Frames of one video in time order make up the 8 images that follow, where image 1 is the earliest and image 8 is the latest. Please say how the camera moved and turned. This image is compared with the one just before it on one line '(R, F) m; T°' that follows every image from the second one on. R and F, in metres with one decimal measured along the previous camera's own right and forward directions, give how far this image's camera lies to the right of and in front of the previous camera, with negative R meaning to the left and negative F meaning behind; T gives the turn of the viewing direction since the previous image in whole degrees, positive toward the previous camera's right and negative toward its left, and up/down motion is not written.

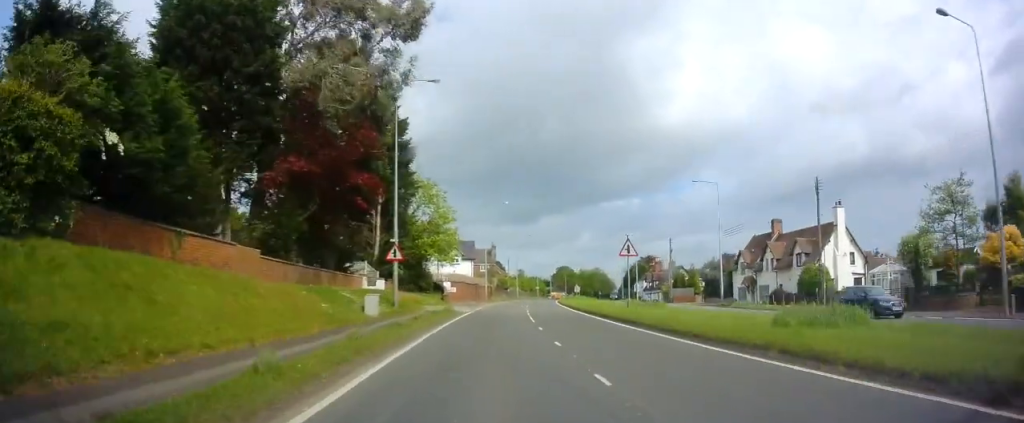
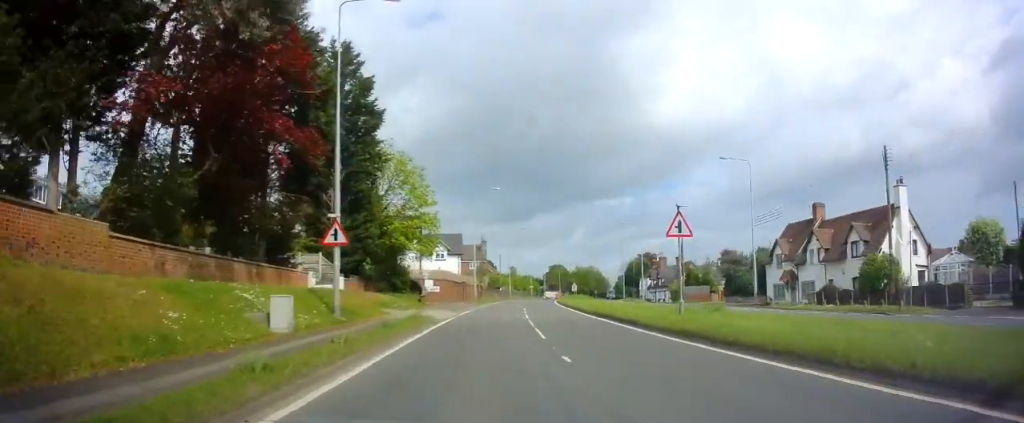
(0.0, +9.2) m; +1°
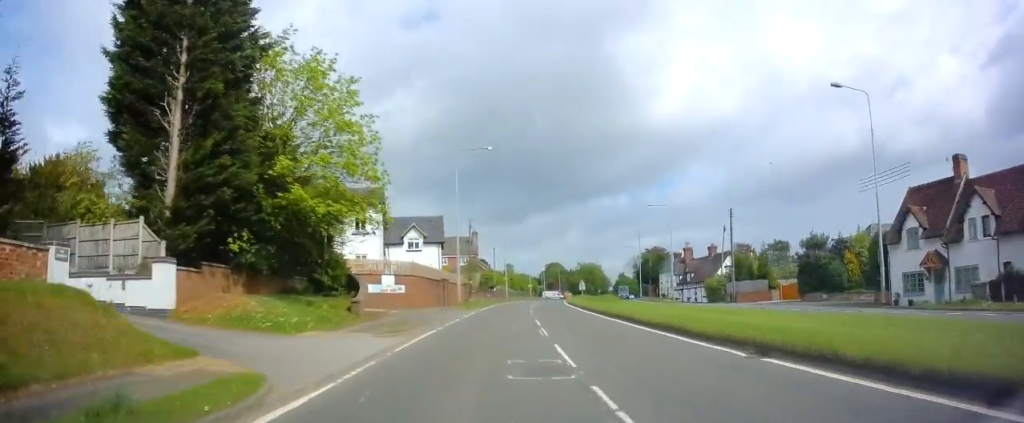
(+0.3, +17.9) m; 0°
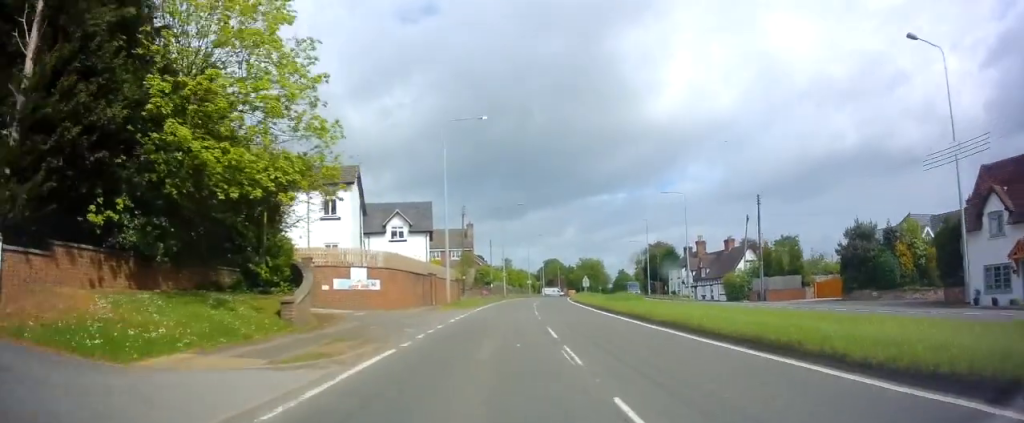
(-0.1, +7.0) m; 0°
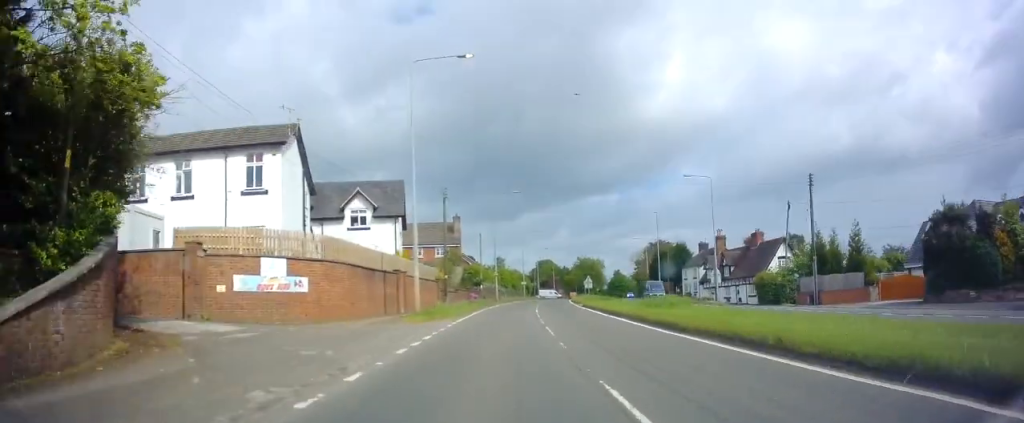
(-0.1, +10.5) m; +1°
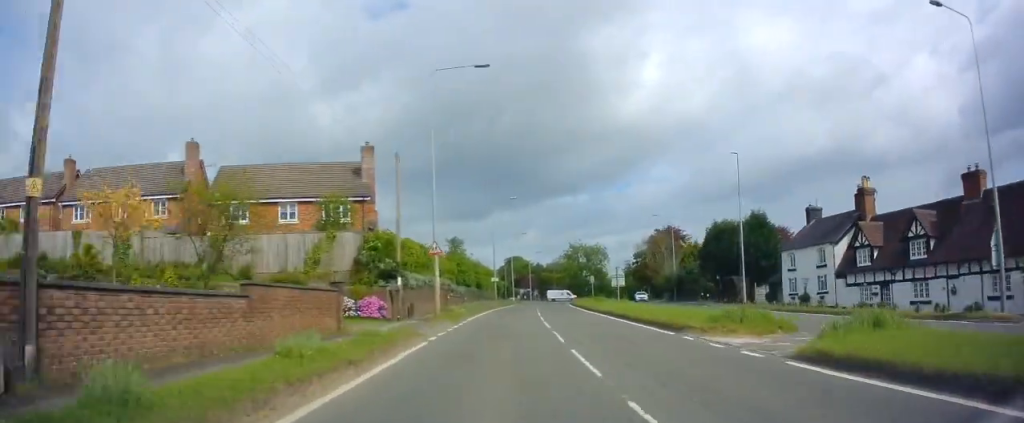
(+1.5, +36.5) m; +4°
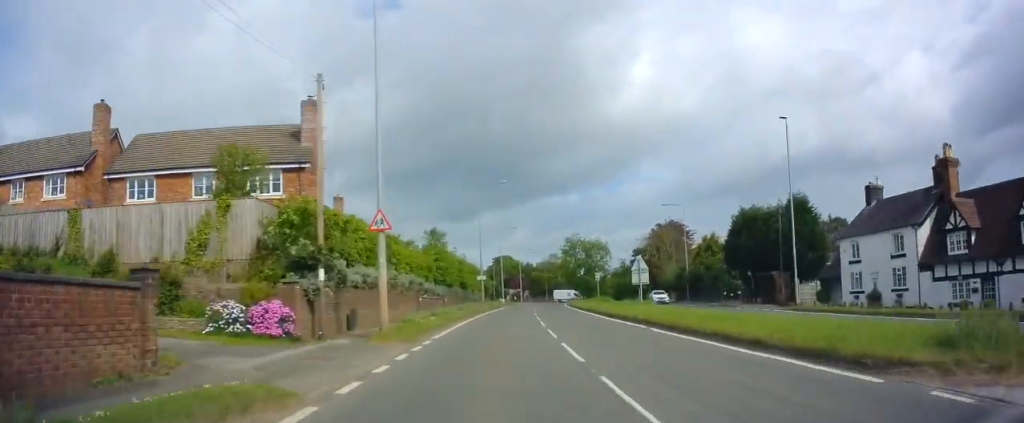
(0.0, +10.0) m; +1°
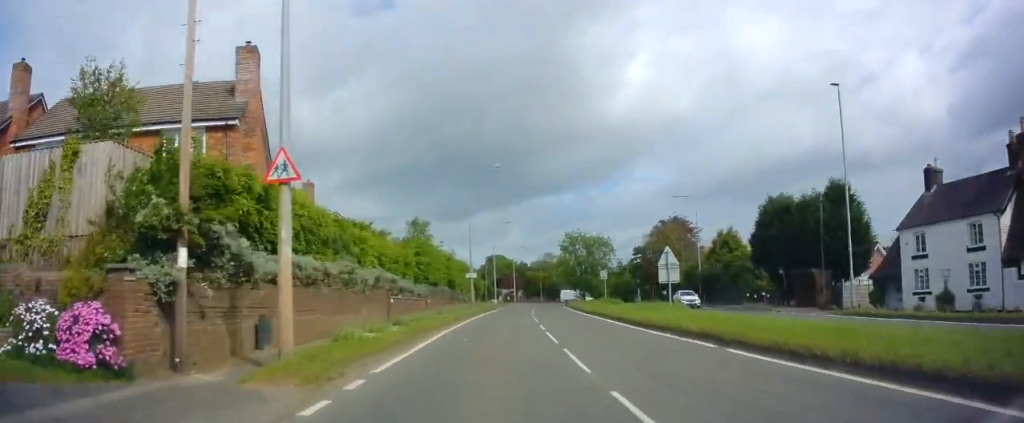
(+0.1, +7.1) m; +1°
